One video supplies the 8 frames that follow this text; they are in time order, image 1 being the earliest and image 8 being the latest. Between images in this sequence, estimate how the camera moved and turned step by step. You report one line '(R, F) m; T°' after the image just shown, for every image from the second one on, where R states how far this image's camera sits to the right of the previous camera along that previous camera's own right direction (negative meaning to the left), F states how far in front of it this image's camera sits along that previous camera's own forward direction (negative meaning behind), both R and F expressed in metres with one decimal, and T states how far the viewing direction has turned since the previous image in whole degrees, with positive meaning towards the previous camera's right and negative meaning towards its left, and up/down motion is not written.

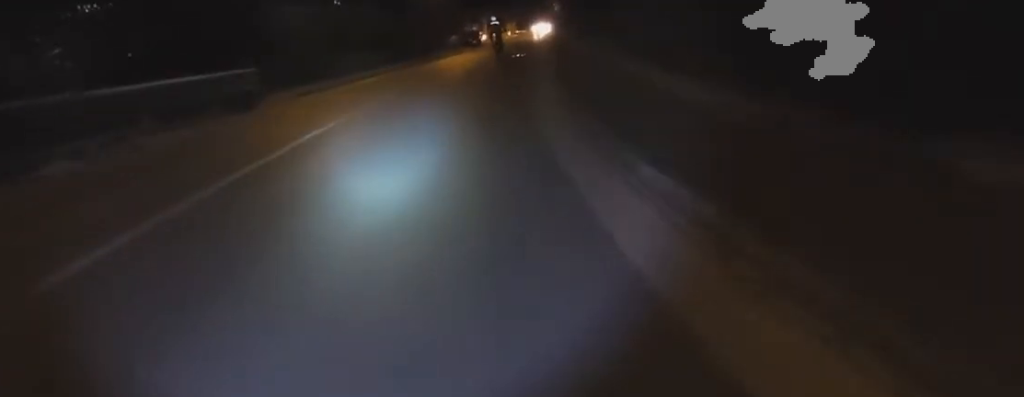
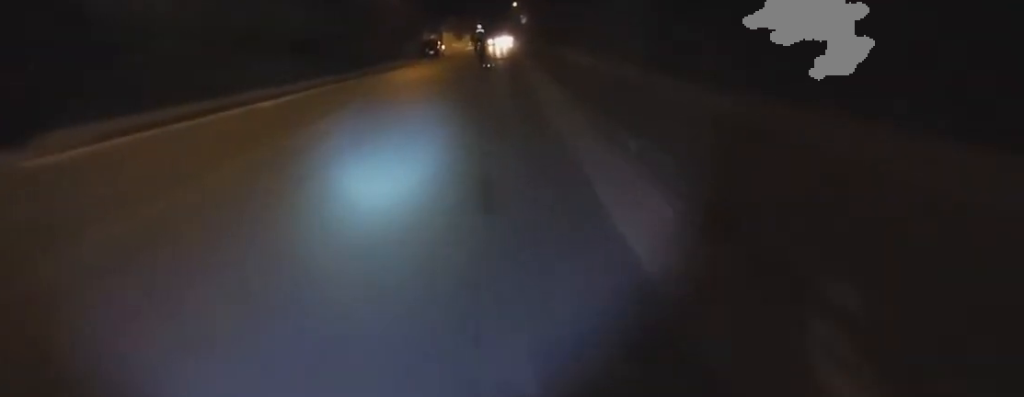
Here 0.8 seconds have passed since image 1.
(+0.7, +8.1) m; +8°
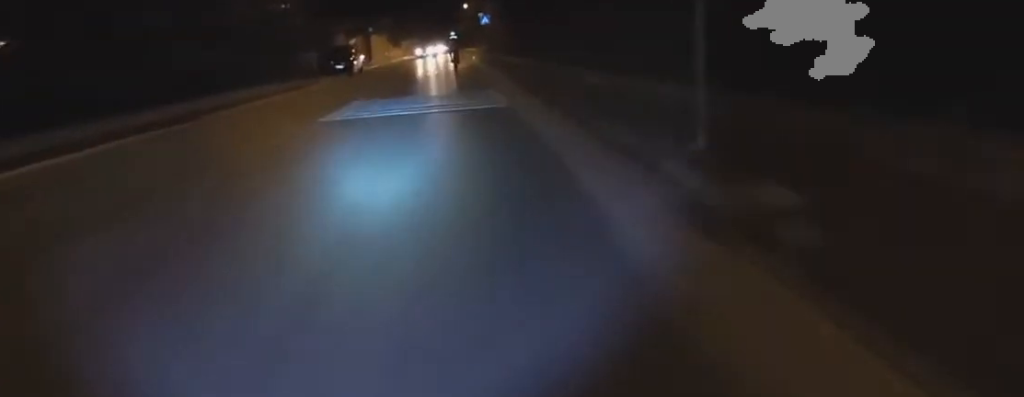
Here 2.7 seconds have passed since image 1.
(0.0, +18.9) m; -5°
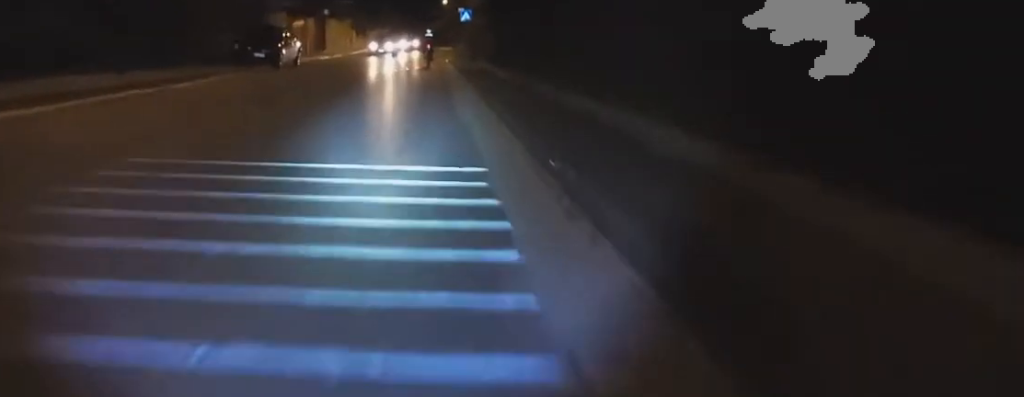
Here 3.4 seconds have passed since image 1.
(-0.3, +8.0) m; +3°
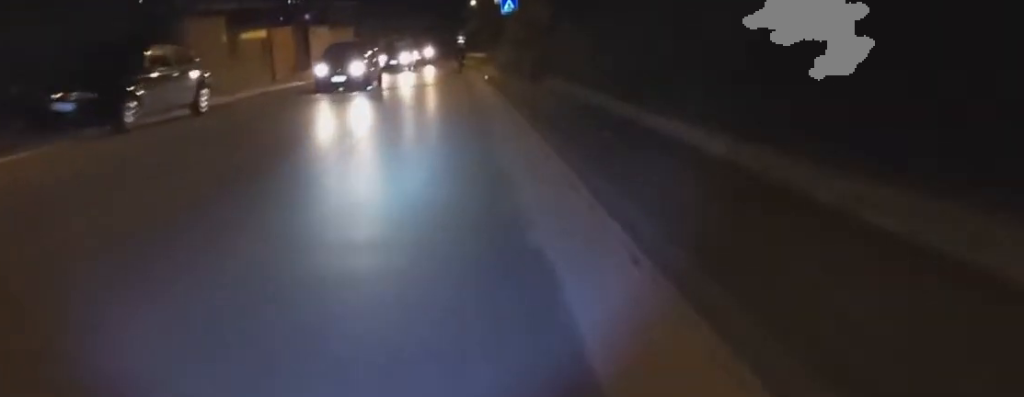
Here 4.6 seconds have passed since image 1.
(+1.1, +11.8) m; +2°
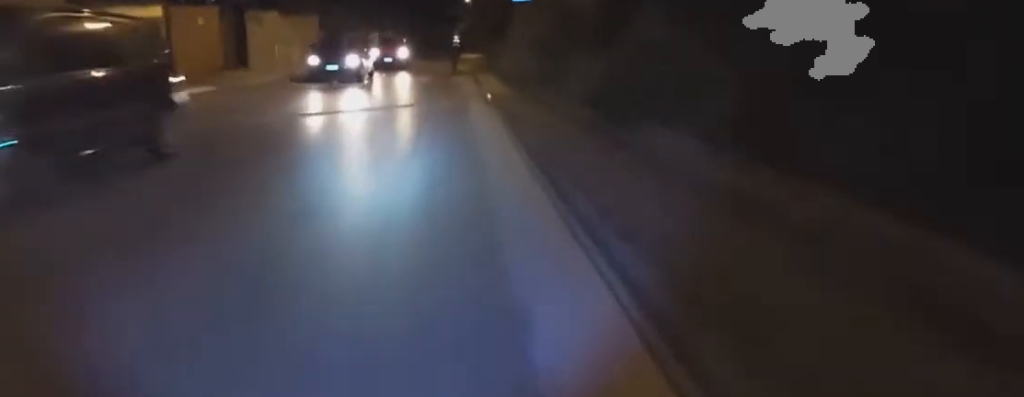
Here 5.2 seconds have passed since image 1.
(-0.5, +7.6) m; +1°
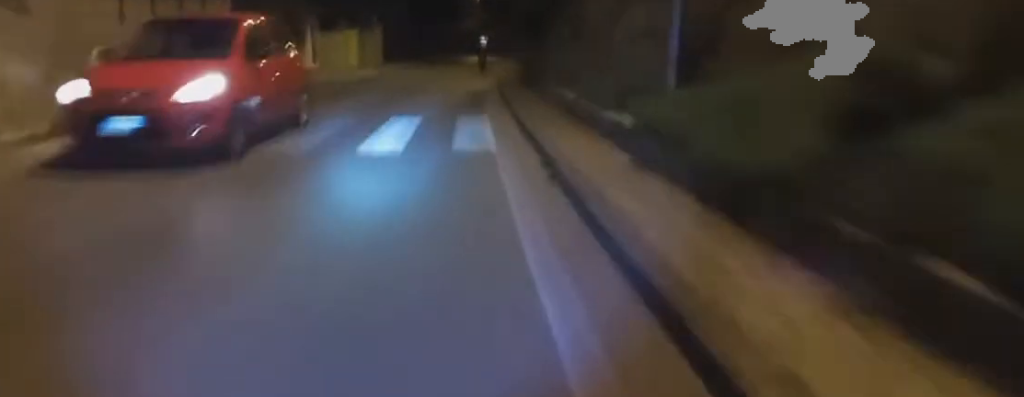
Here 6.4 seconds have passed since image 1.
(+0.5, +13.1) m; 0°
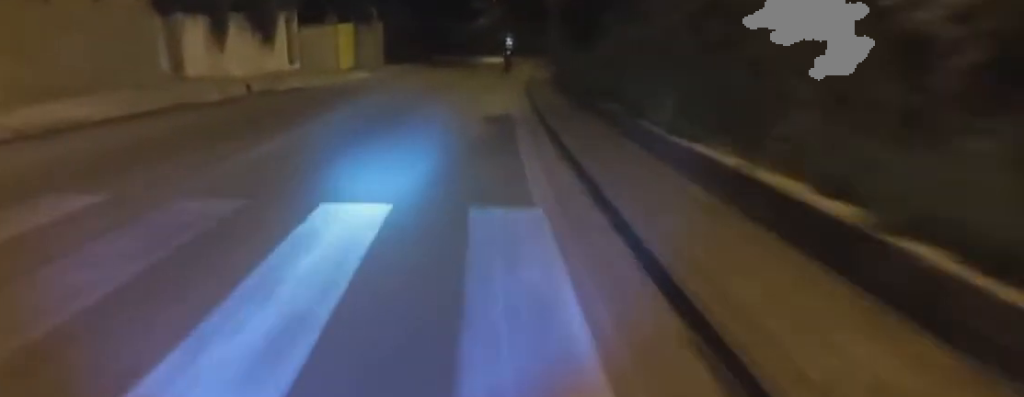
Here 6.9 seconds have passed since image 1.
(-0.1, +5.4) m; 0°
